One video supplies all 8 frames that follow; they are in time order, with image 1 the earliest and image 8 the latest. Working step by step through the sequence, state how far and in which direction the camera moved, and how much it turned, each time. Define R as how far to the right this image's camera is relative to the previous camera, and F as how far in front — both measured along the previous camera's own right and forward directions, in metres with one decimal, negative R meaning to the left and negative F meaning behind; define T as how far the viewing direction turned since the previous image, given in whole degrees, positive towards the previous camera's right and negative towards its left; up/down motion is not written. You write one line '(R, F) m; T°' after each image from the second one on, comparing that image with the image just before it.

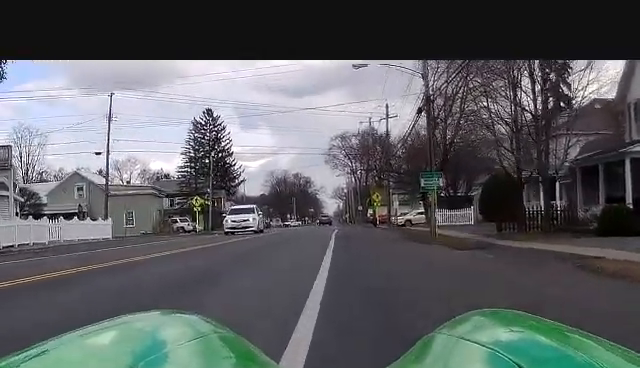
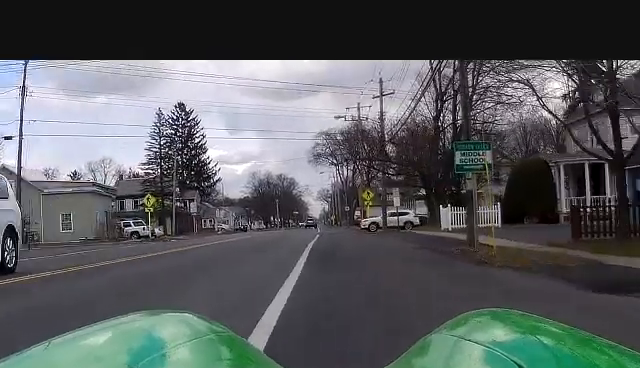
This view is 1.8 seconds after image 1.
(+0.4, +13.6) m; +1°
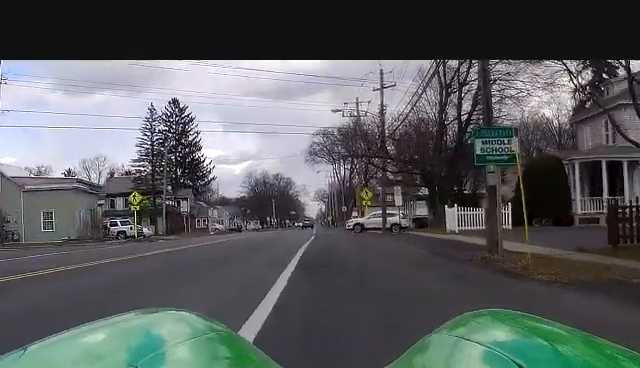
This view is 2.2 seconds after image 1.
(-0.1, +3.3) m; -1°
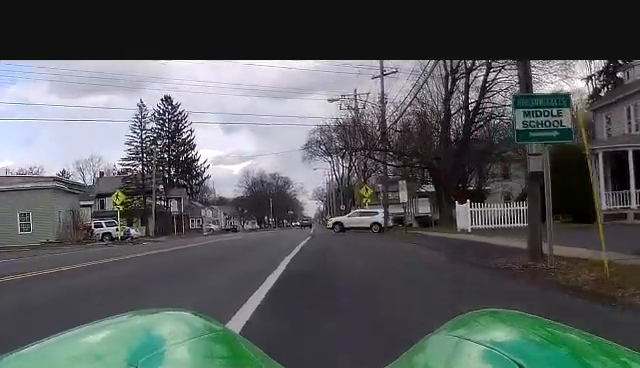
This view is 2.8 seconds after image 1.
(-0.1, +4.0) m; -1°
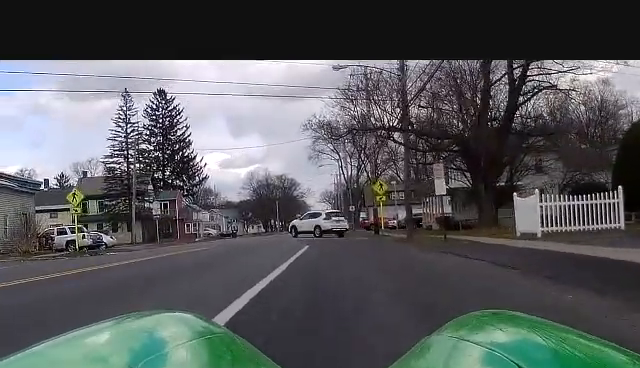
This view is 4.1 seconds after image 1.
(+0.3, +10.4) m; +3°
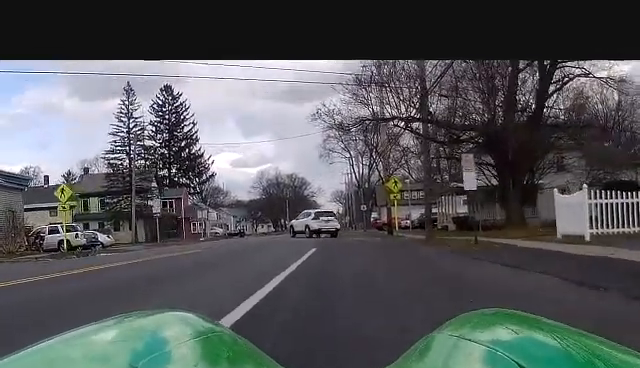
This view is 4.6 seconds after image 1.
(+0.1, +3.6) m; 0°
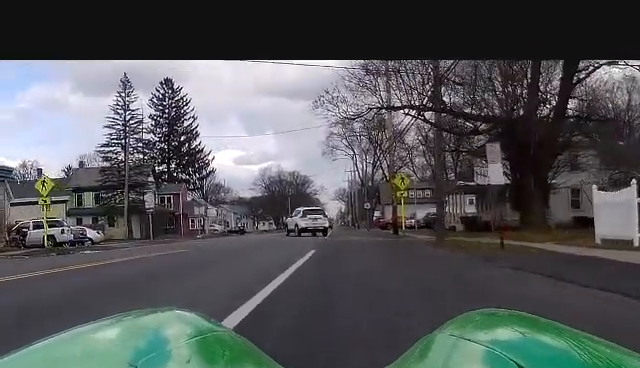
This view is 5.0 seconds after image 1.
(-0.1, +3.1) m; -1°
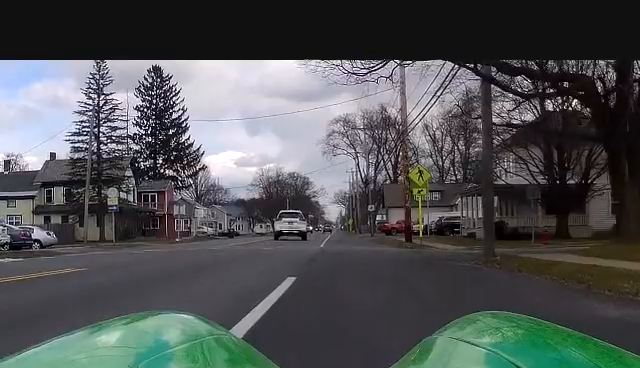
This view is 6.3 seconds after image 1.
(-0.2, +9.8) m; -1°
